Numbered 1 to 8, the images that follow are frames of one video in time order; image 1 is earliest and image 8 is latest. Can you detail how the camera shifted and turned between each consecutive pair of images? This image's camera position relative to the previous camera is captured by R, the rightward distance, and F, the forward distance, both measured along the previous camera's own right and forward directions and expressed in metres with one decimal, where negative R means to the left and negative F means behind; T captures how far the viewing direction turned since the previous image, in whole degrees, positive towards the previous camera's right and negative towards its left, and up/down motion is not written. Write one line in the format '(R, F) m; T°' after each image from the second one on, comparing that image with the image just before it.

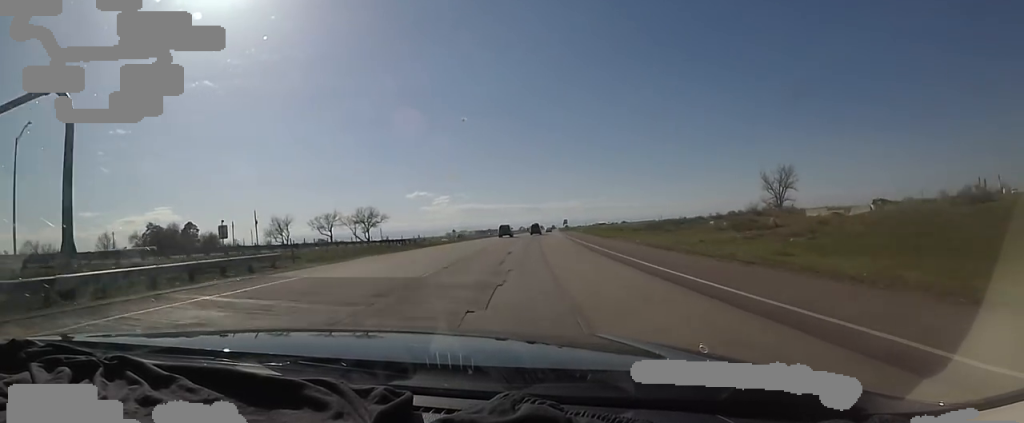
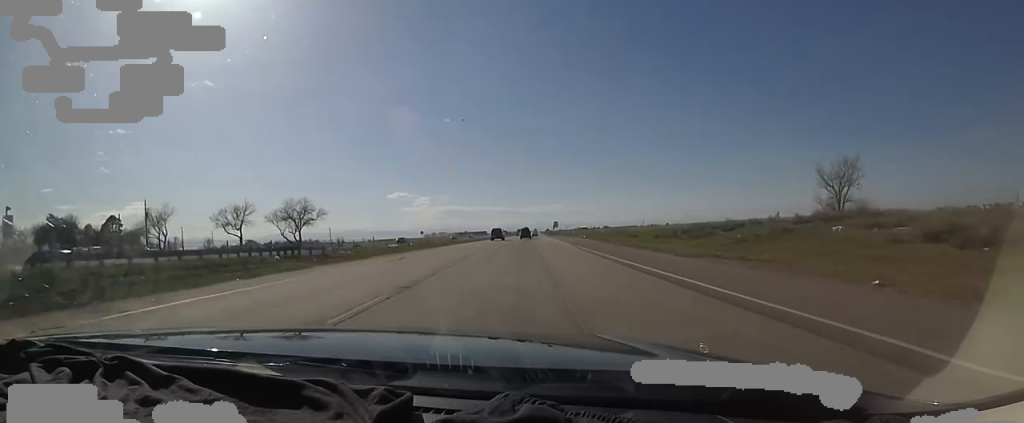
(0.0, +28.0) m; +2°
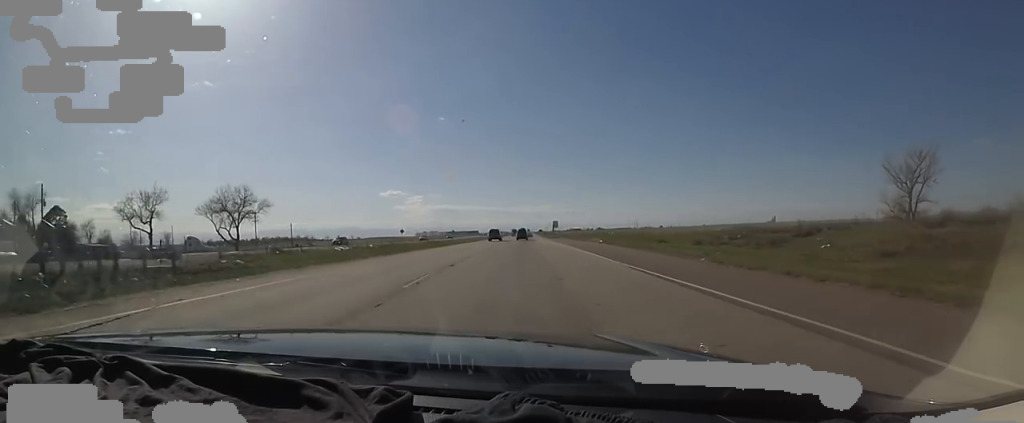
(-0.1, +18.6) m; +2°
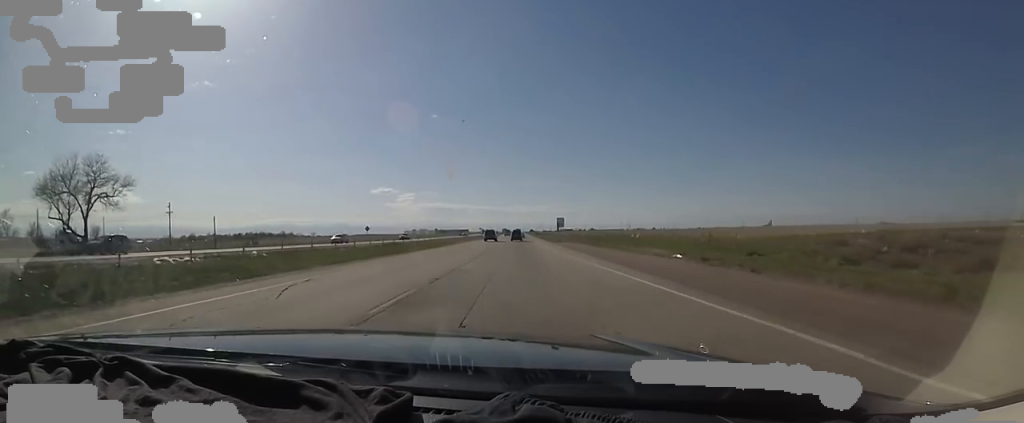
(+1.4, +27.9) m; +4°
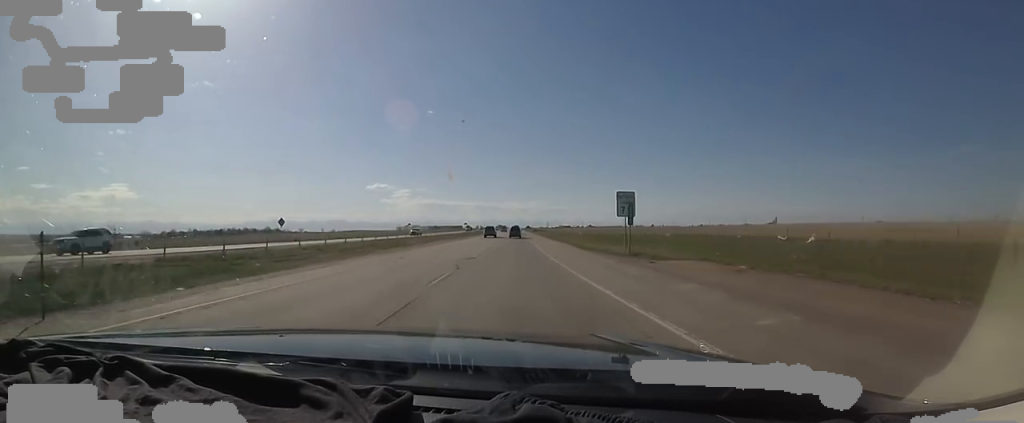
(-0.4, +44.7) m; -2°
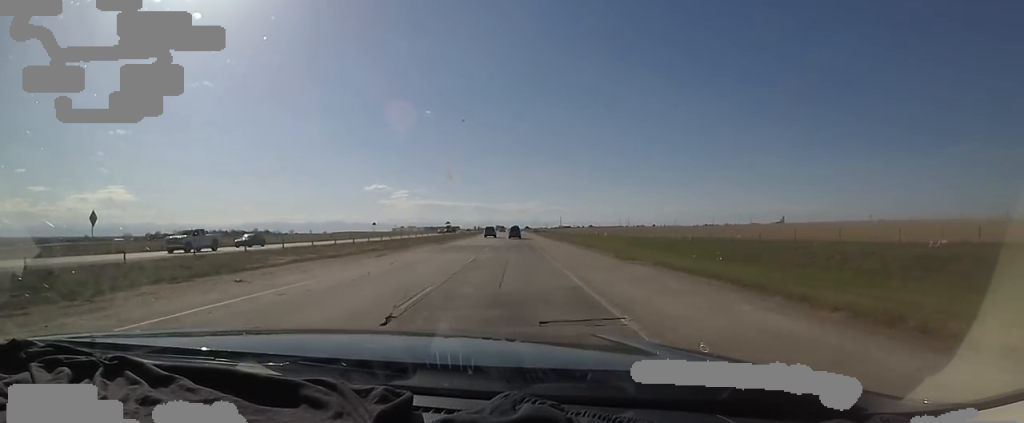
(-0.4, +39.5) m; 0°
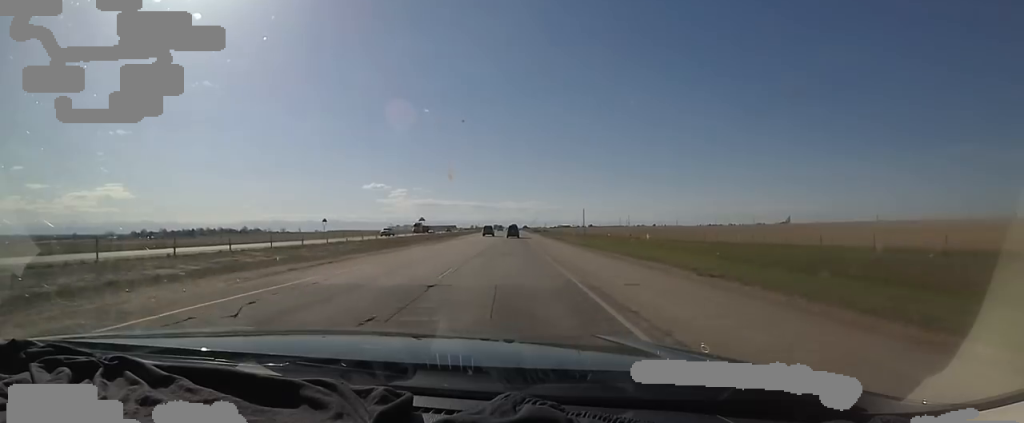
(+0.1, +32.2) m; +1°
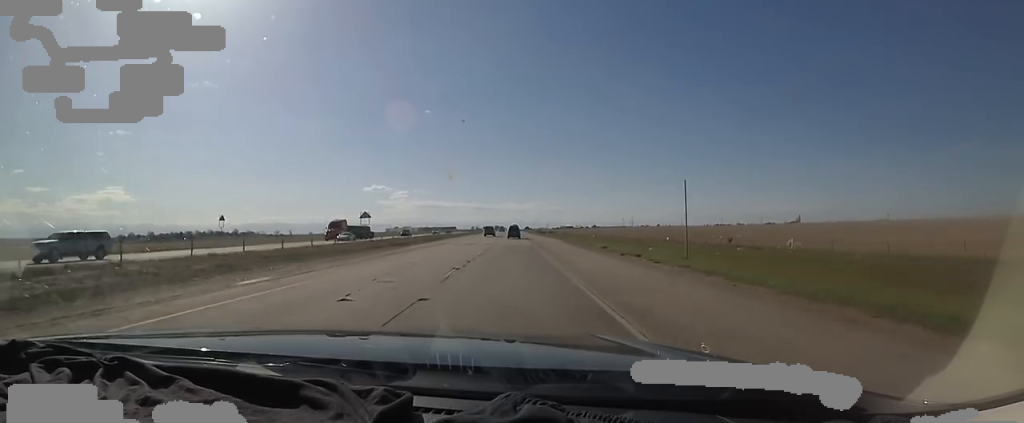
(+0.5, +35.5) m; 0°
